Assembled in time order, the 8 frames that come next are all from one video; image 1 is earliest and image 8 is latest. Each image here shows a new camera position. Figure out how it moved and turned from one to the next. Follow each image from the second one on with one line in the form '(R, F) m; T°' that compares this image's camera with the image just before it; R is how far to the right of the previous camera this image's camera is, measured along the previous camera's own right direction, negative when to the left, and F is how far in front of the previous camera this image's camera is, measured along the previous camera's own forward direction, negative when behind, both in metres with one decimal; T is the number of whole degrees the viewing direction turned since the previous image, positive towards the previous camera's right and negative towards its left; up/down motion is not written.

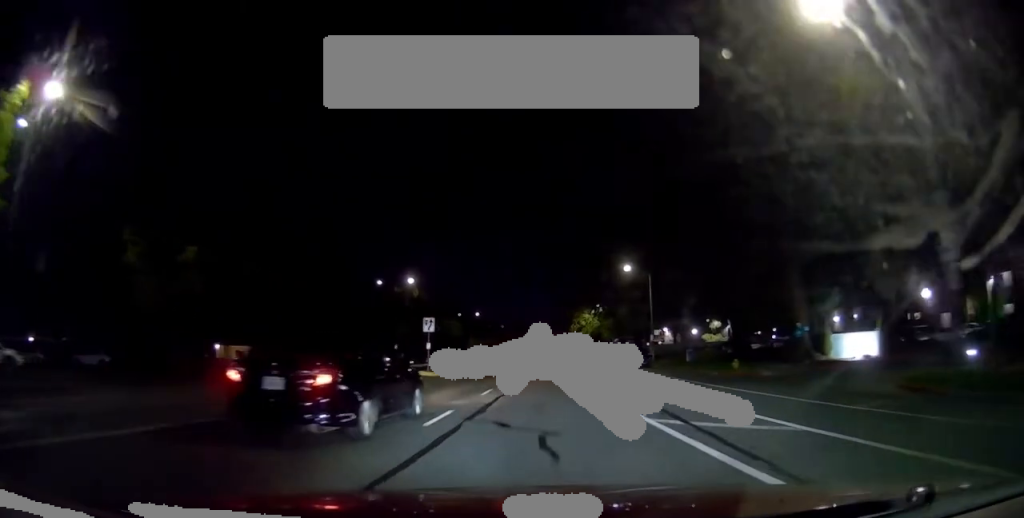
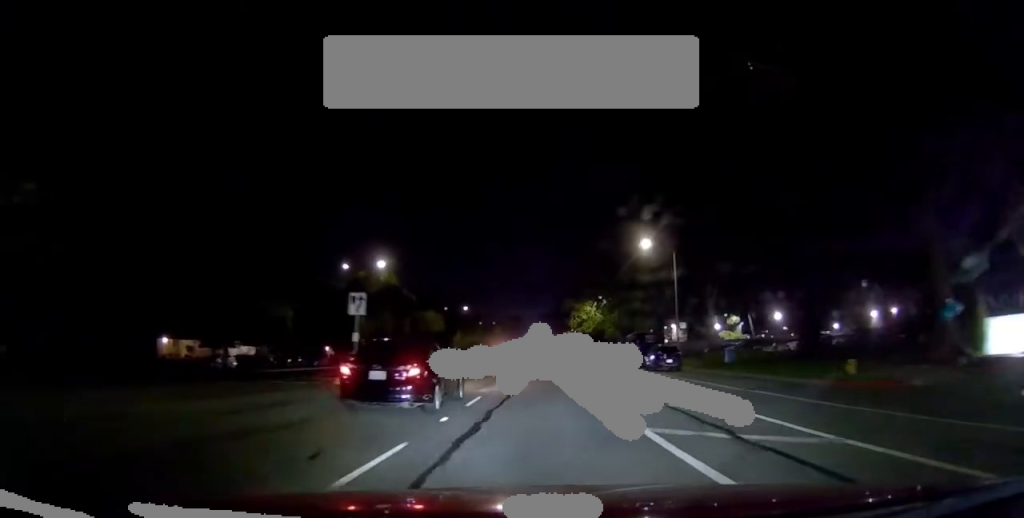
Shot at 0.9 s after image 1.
(-0.3, +11.3) m; 0°
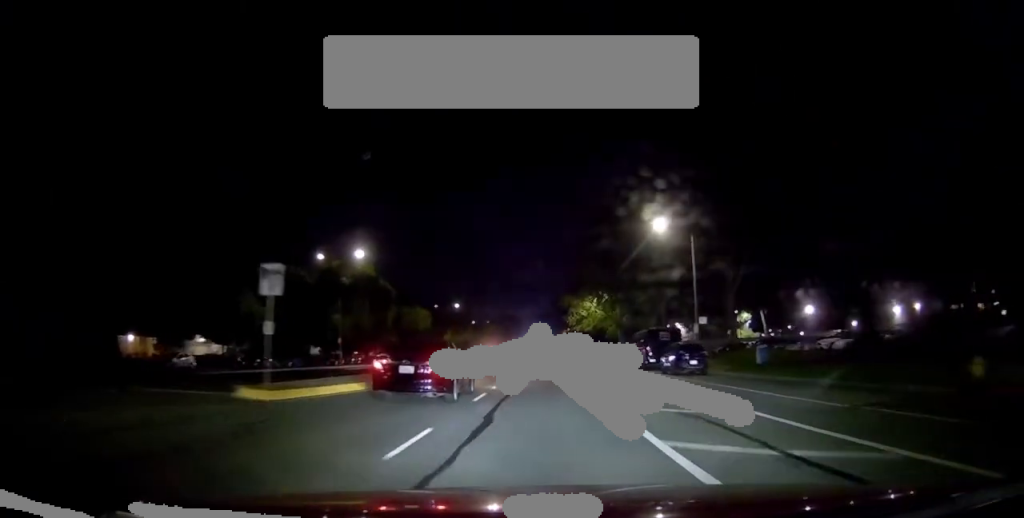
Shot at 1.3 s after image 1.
(+0.3, +6.1) m; 0°
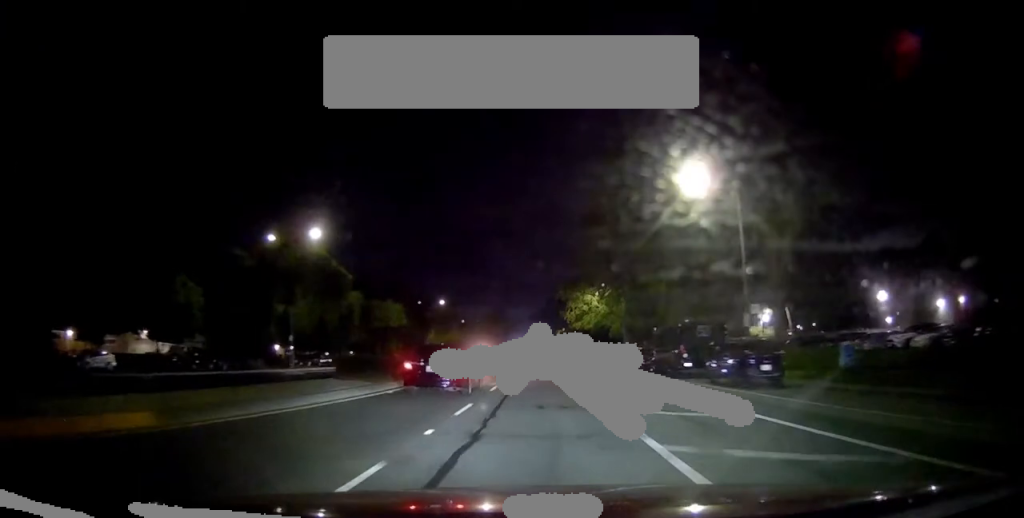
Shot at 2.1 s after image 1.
(0.0, +9.6) m; 0°
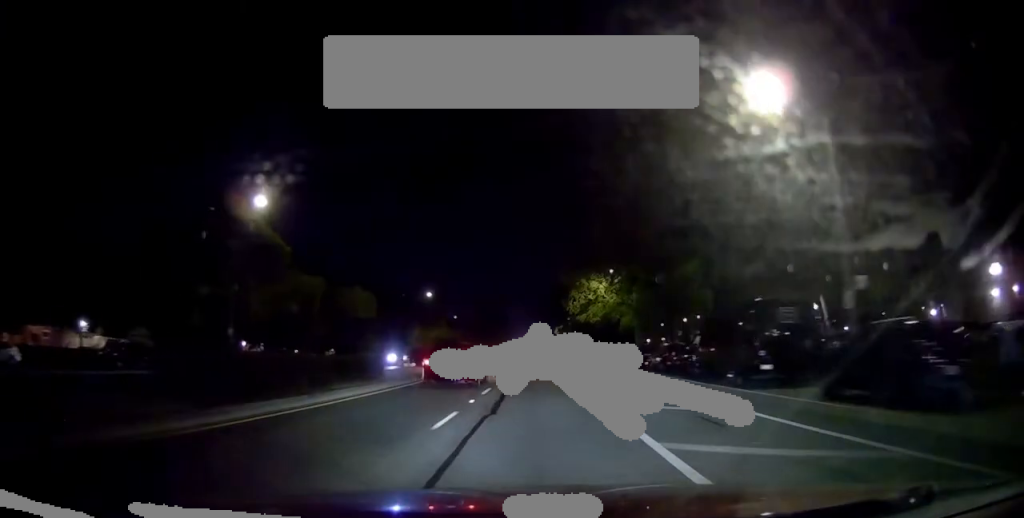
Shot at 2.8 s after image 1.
(-0.3, +9.2) m; 0°
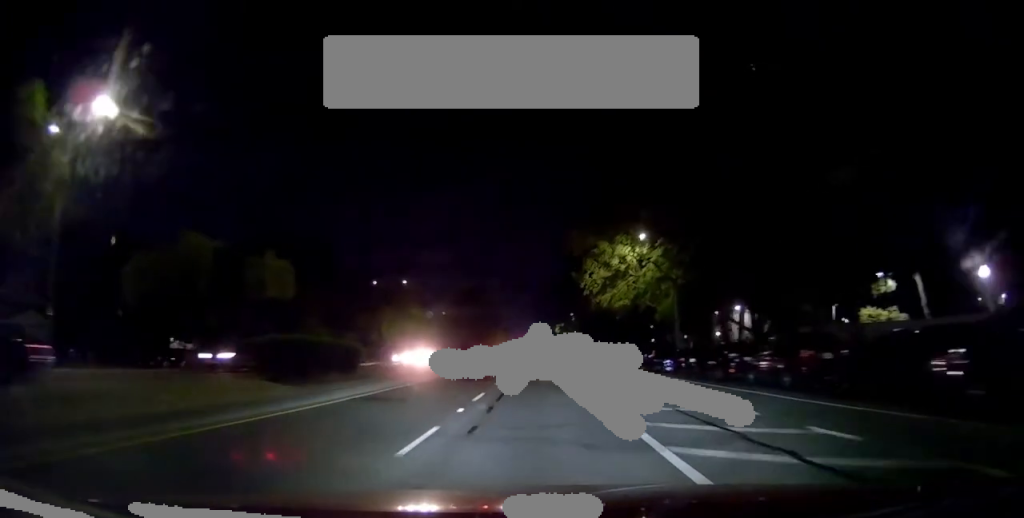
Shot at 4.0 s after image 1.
(+0.7, +16.7) m; +2°
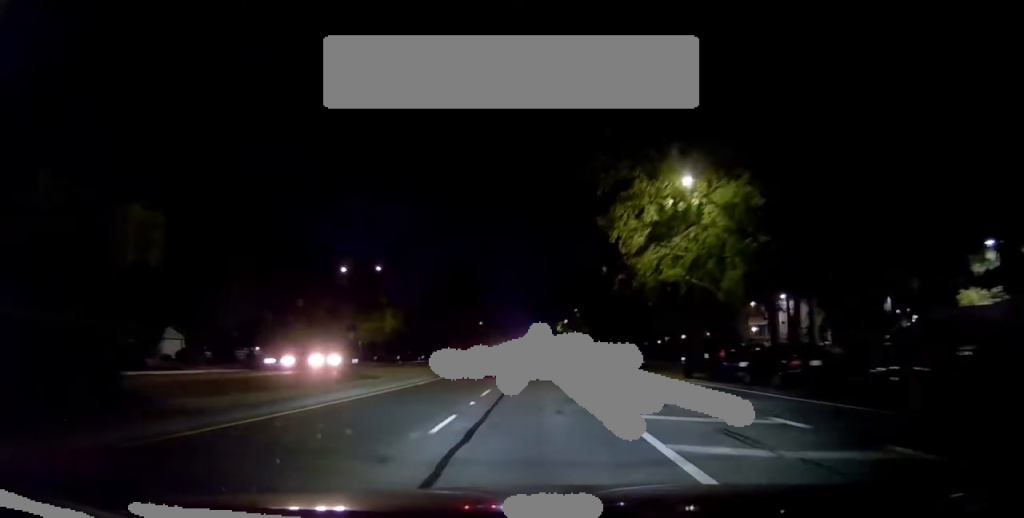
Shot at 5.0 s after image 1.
(0.0, +12.4) m; -1°
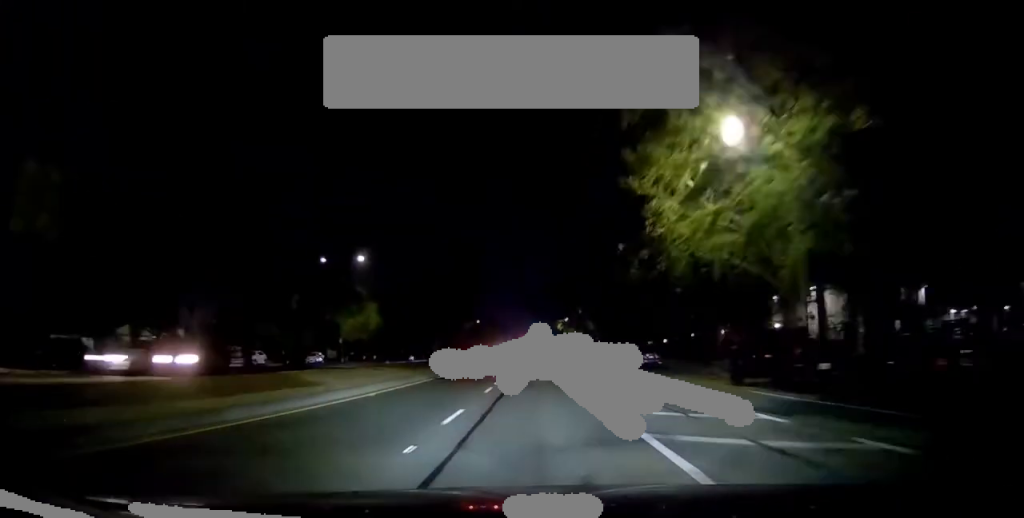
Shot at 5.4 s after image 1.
(+0.1, +6.3) m; -1°
